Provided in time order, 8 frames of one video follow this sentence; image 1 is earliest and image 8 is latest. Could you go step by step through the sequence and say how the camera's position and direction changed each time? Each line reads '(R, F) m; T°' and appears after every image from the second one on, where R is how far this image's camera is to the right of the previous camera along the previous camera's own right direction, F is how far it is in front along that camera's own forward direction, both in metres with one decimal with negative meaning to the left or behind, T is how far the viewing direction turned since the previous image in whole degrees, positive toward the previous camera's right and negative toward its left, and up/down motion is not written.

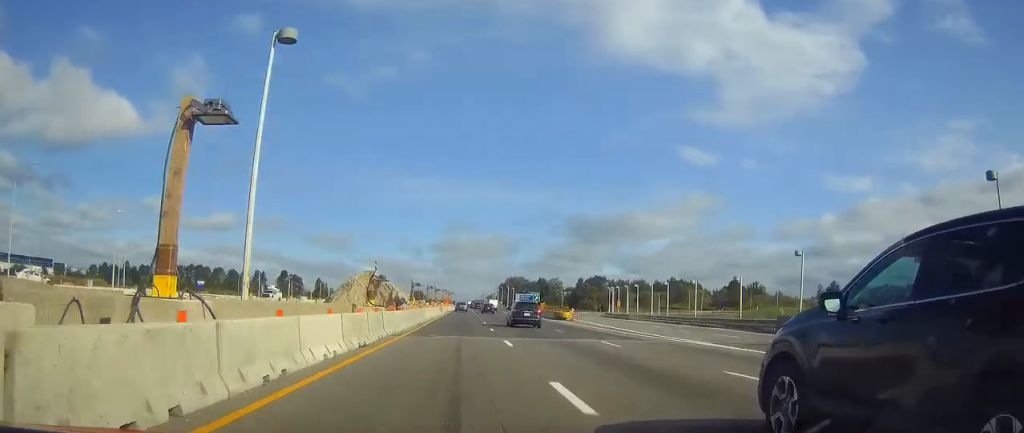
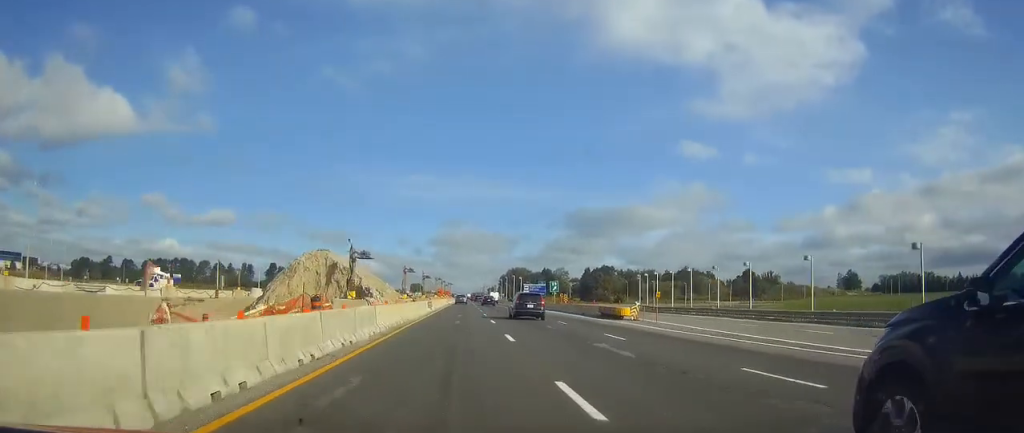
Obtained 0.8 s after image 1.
(-0.1, +25.1) m; 0°
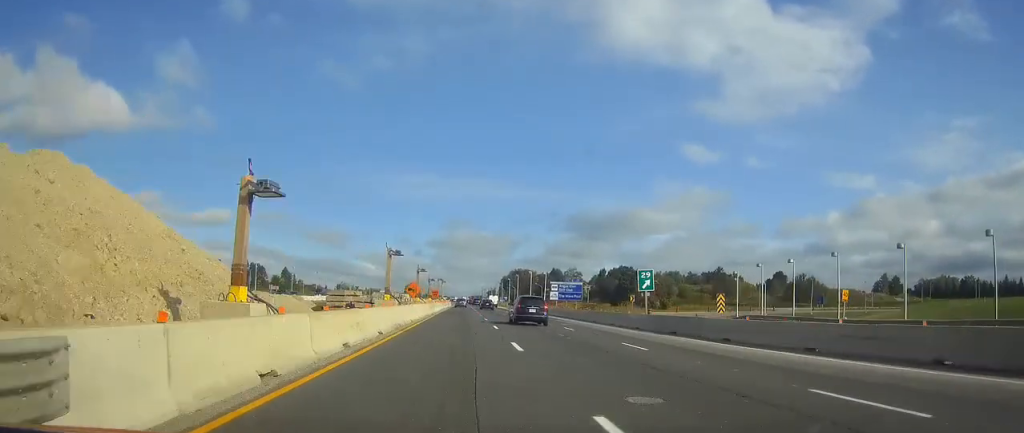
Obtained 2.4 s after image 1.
(+0.1, +51.1) m; 0°
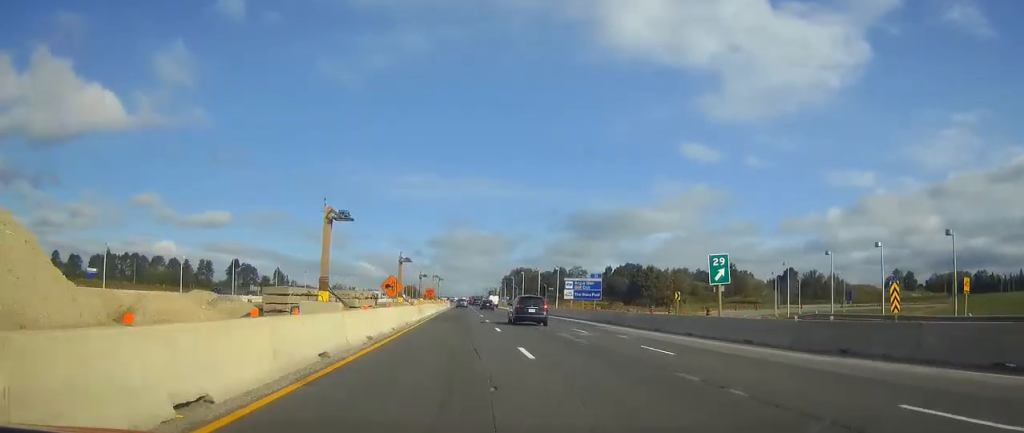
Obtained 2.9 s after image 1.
(0.0, +14.5) m; 0°
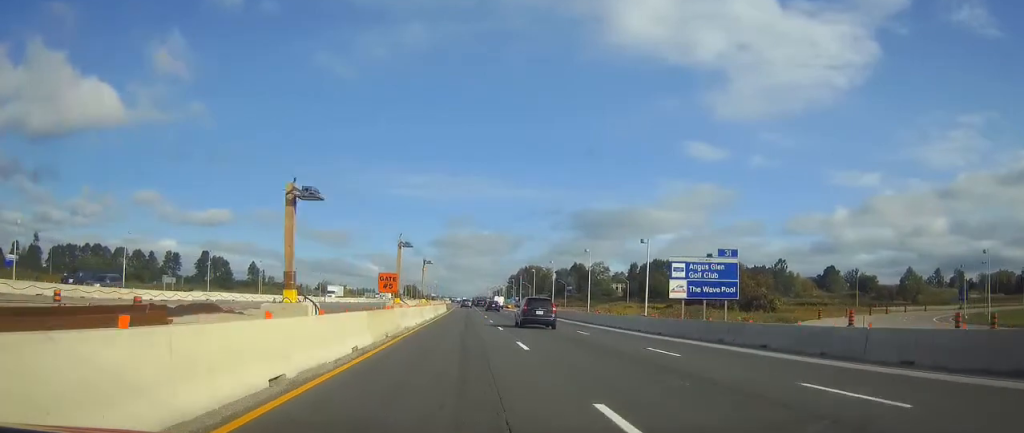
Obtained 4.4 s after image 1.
(-0.1, +45.7) m; 0°
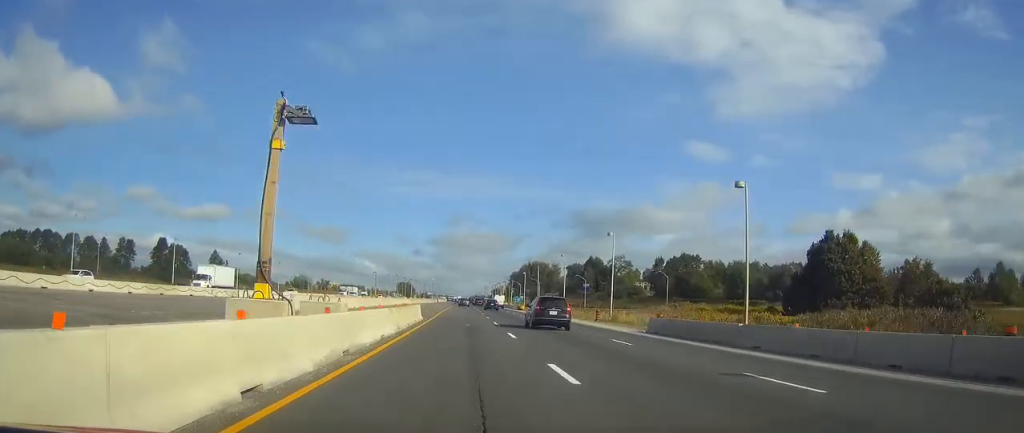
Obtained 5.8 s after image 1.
(0.0, +43.5) m; 0°
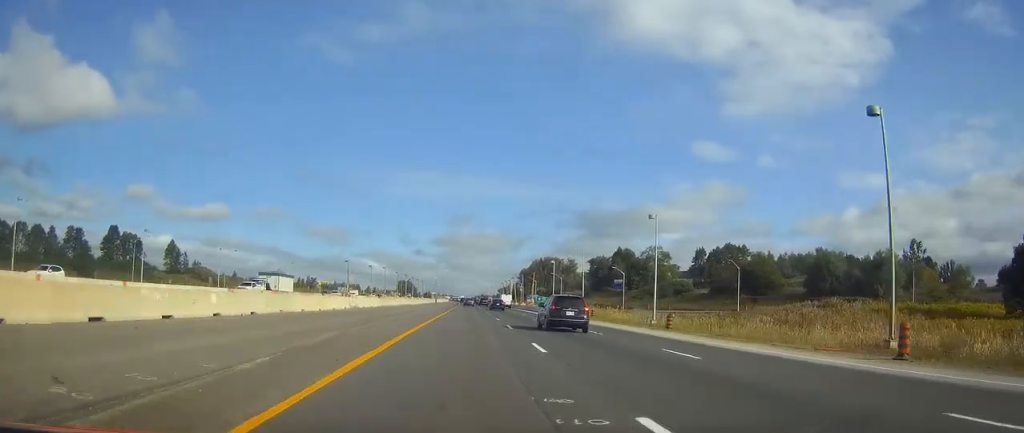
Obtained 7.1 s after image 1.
(0.0, +42.4) m; 0°
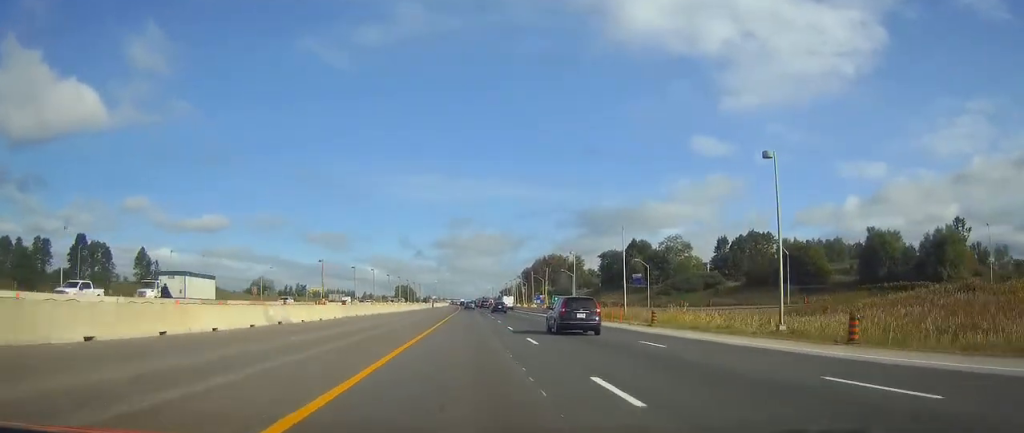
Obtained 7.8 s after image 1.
(0.0, +20.7) m; 0°
